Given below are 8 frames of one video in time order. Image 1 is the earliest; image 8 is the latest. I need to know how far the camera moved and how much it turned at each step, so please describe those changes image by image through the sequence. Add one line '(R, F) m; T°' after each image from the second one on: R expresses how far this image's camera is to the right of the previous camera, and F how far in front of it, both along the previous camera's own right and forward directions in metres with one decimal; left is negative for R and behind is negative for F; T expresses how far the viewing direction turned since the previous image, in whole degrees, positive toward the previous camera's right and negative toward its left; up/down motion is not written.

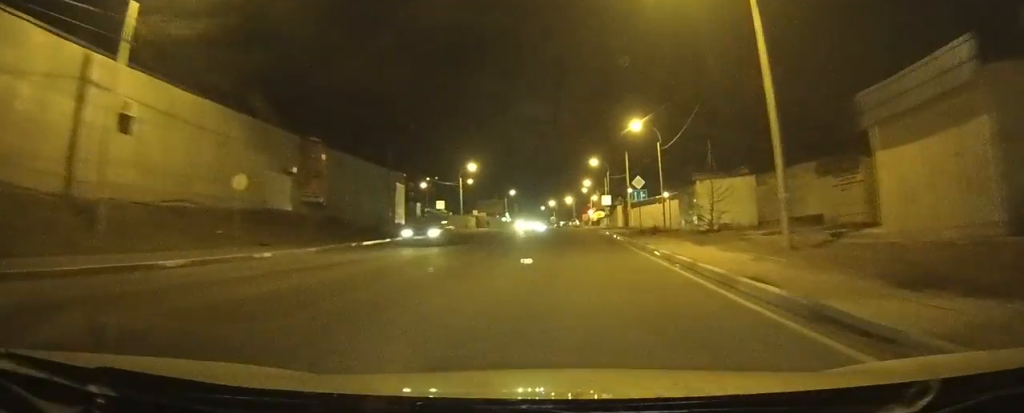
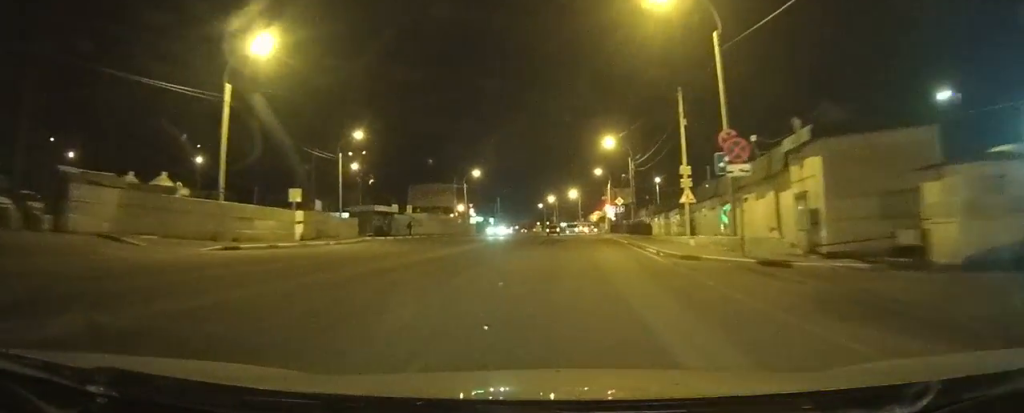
(+0.3, +59.5) m; 0°
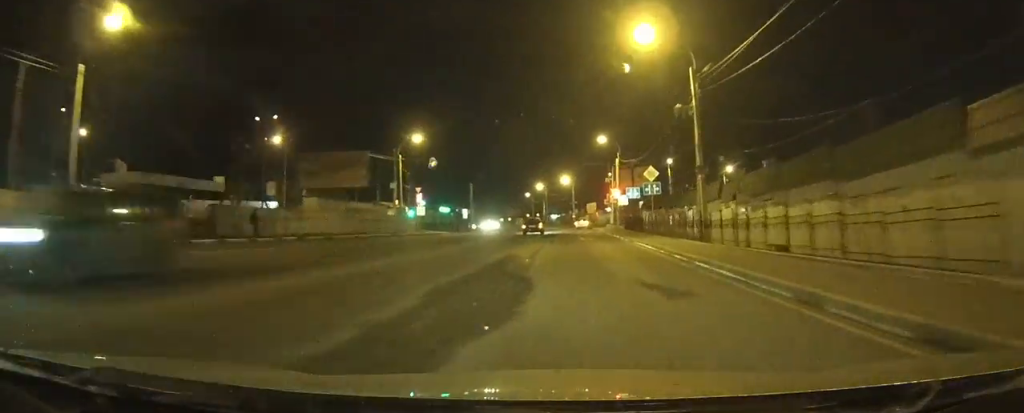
(-0.3, +28.1) m; 0°
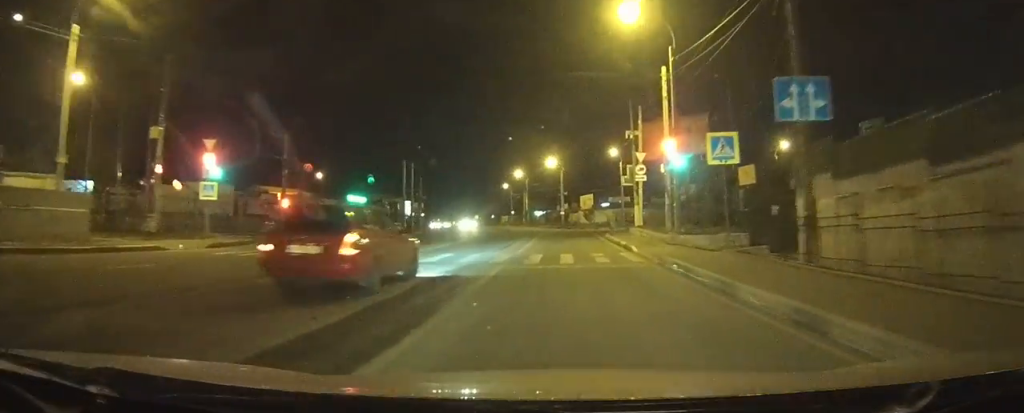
(+0.5, +38.2) m; +1°
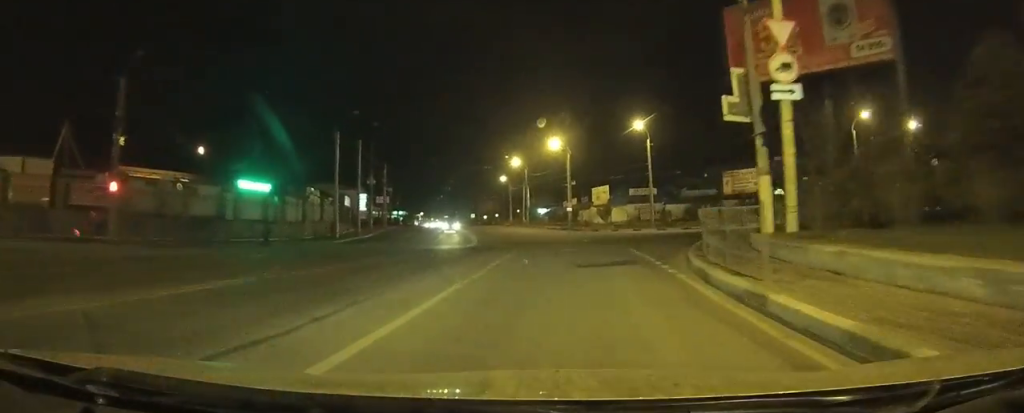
(-0.5, +23.7) m; +7°
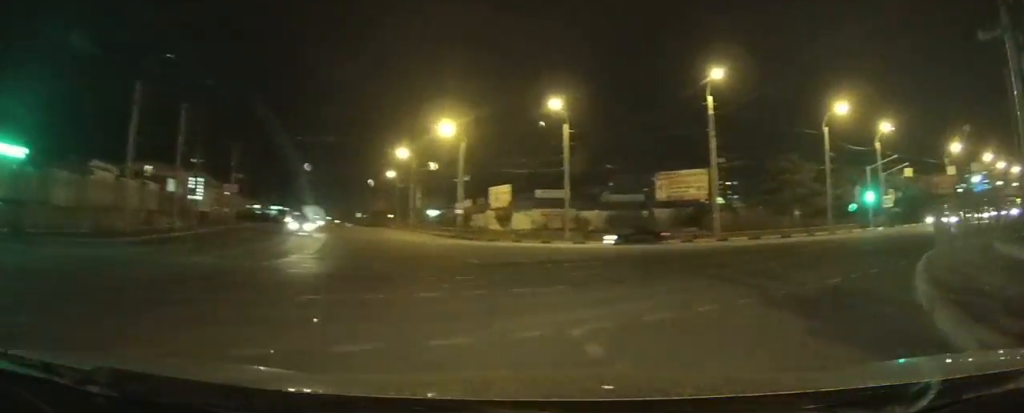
(+2.6, +17.1) m; +18°
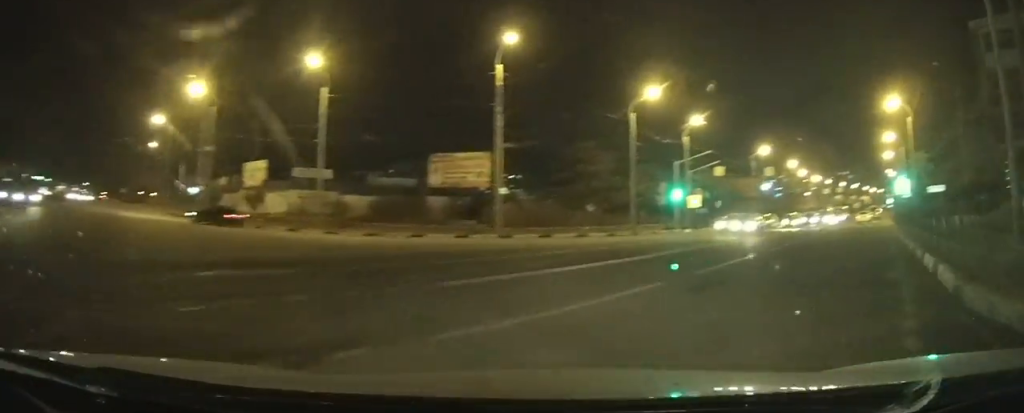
(-0.7, +11.2) m; +12°
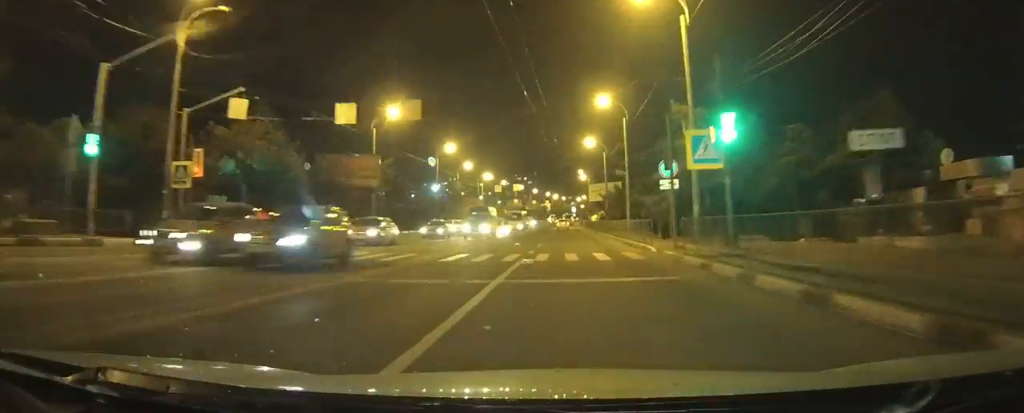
(+13.0, +39.2) m; +22°
